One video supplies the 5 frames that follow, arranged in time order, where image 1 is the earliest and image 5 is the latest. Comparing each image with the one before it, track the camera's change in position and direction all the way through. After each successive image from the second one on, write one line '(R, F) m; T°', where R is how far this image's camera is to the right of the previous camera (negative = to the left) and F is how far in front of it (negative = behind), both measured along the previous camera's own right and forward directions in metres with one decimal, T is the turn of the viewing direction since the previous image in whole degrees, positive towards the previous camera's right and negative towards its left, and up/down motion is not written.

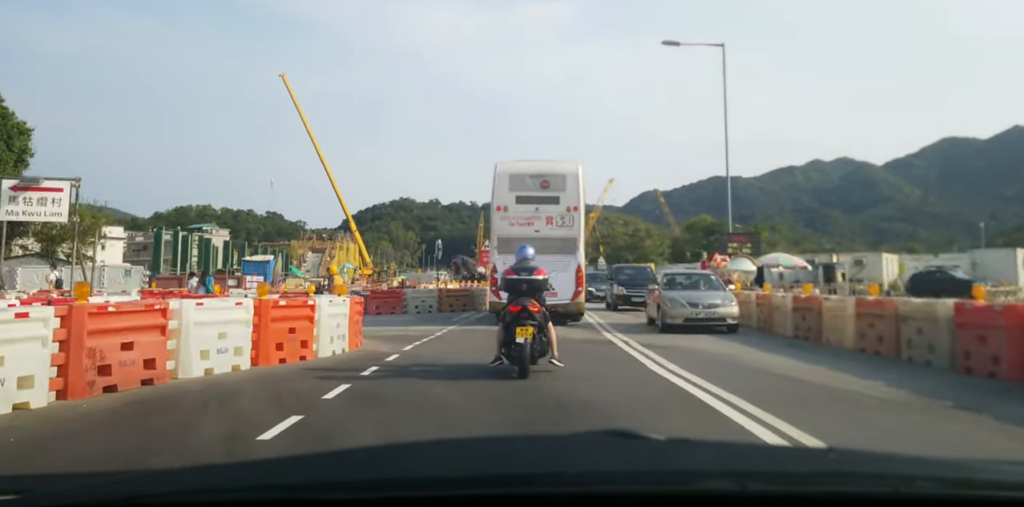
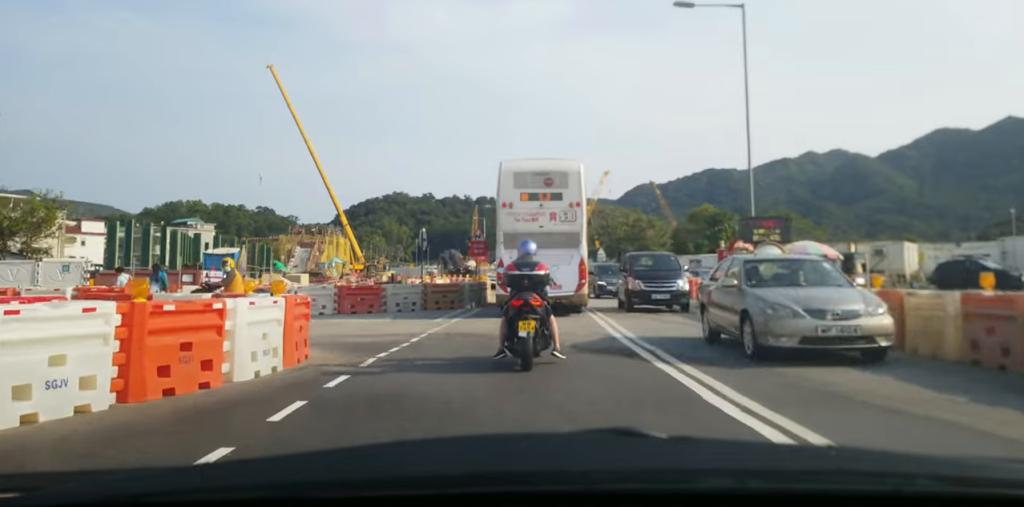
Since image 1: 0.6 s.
(0.0, +3.8) m; 0°
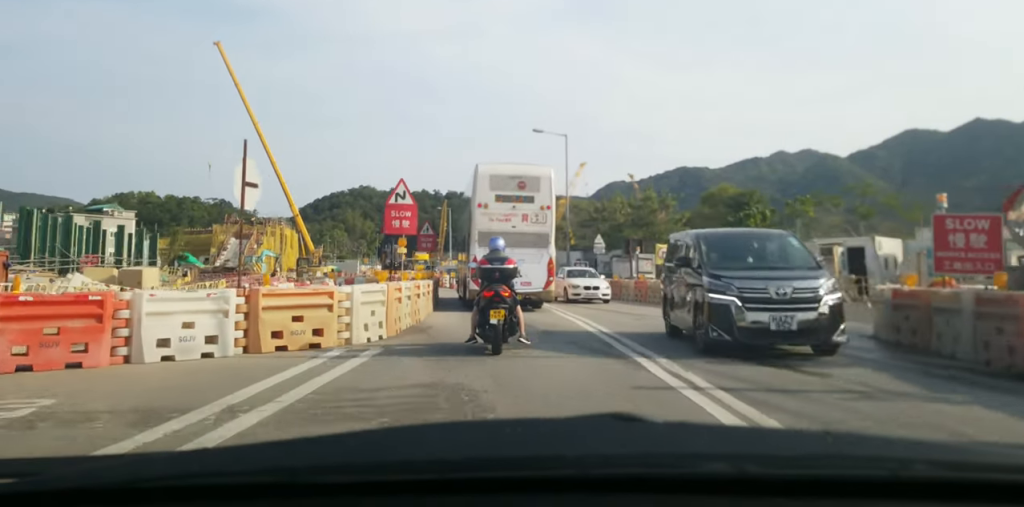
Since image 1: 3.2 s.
(+1.2, +16.7) m; +5°
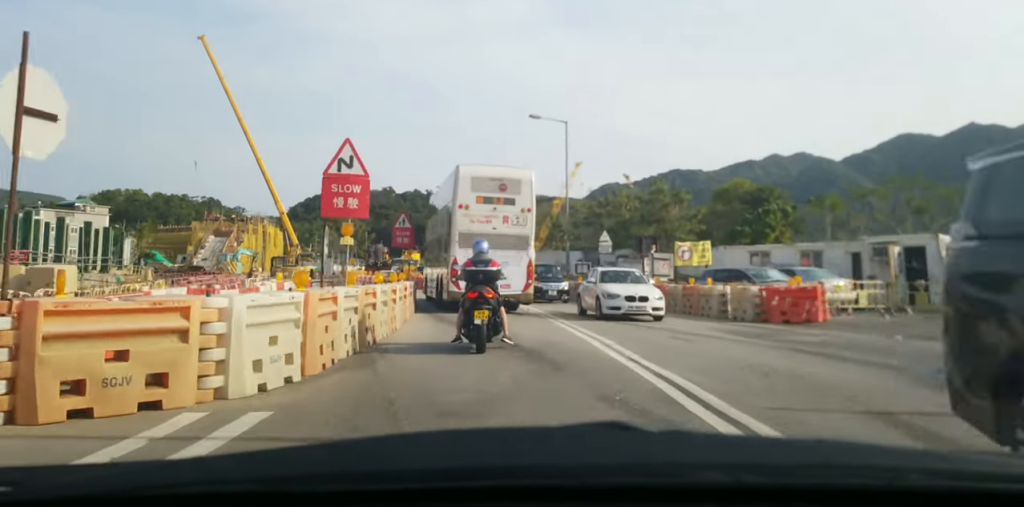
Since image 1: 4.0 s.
(-0.1, +5.6) m; 0°
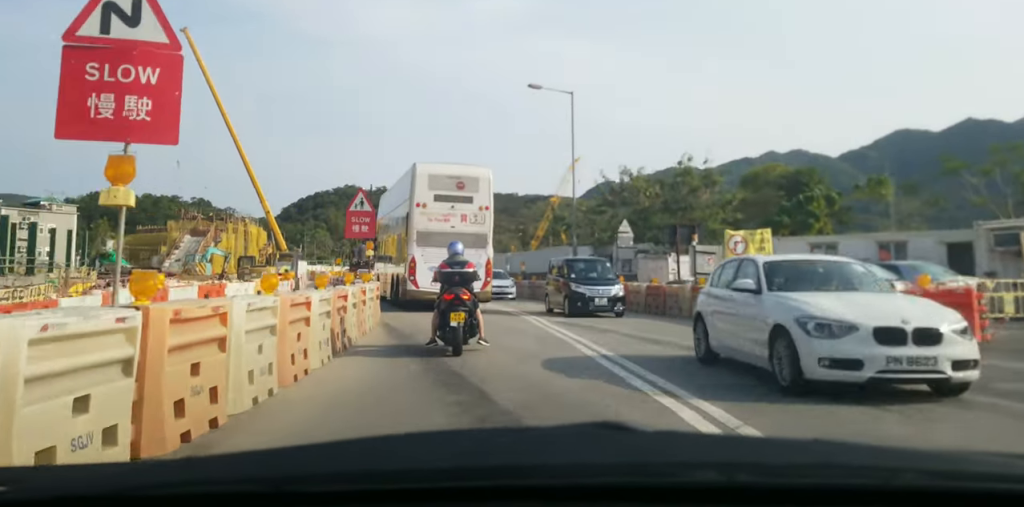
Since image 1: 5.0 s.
(+0.2, +7.4) m; +2°
